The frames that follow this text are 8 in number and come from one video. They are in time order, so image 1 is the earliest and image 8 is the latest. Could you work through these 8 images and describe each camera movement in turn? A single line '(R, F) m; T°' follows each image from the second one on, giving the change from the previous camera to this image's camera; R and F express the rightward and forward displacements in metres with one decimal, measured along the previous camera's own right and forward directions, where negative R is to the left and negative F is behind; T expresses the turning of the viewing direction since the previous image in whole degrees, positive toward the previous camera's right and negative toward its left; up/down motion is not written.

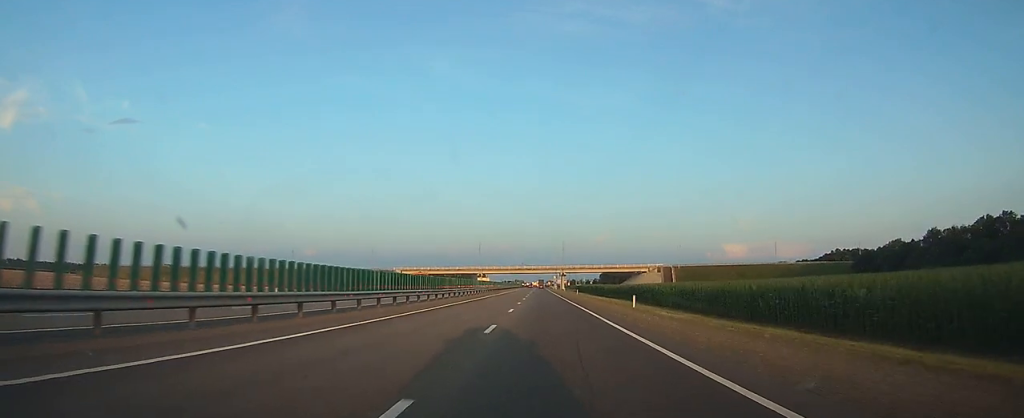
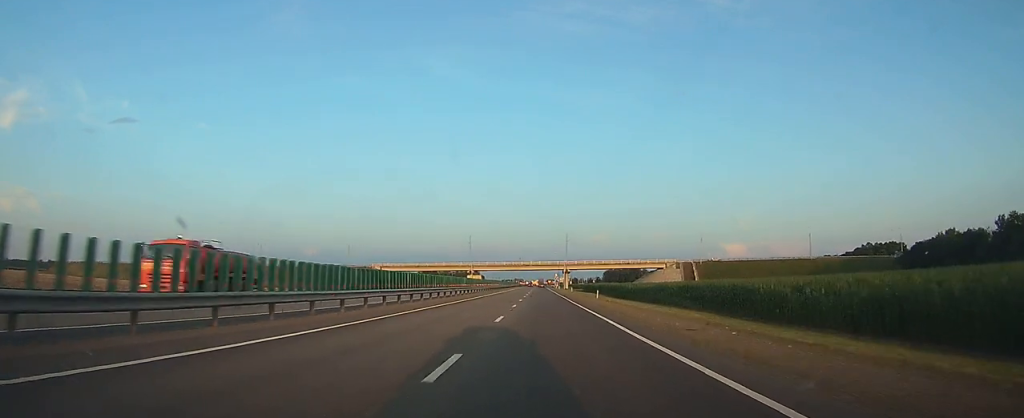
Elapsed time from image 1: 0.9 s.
(0.0, +32.1) m; 0°
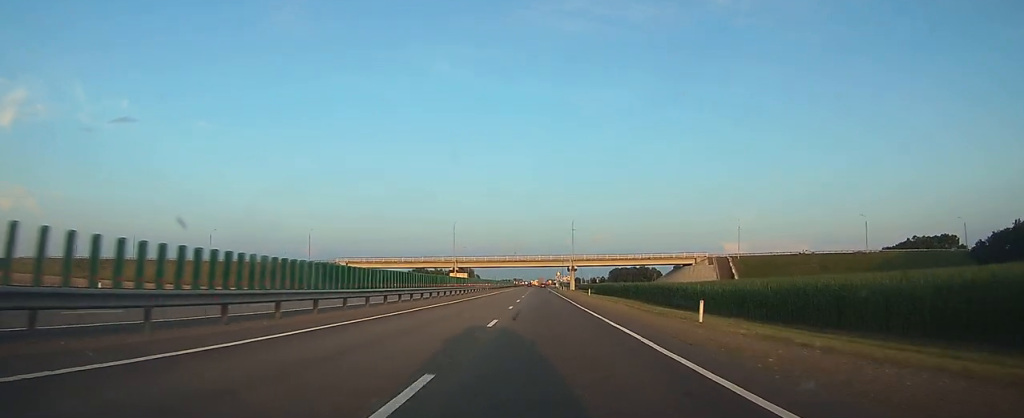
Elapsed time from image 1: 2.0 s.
(-0.1, +38.9) m; 0°
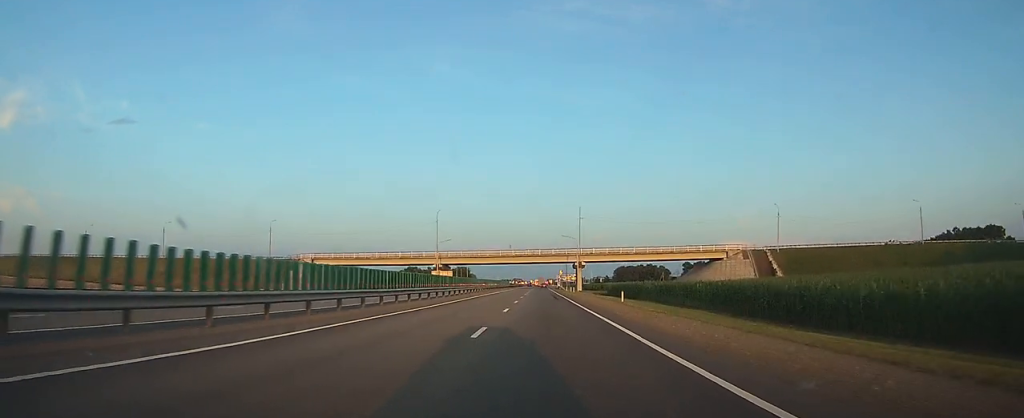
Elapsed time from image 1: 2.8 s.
(0.0, +27.8) m; 0°
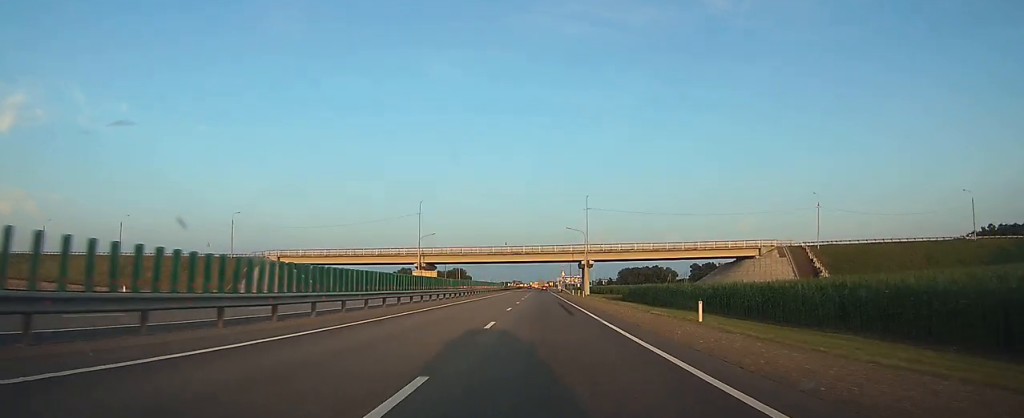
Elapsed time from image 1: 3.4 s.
(0.0, +20.7) m; 0°
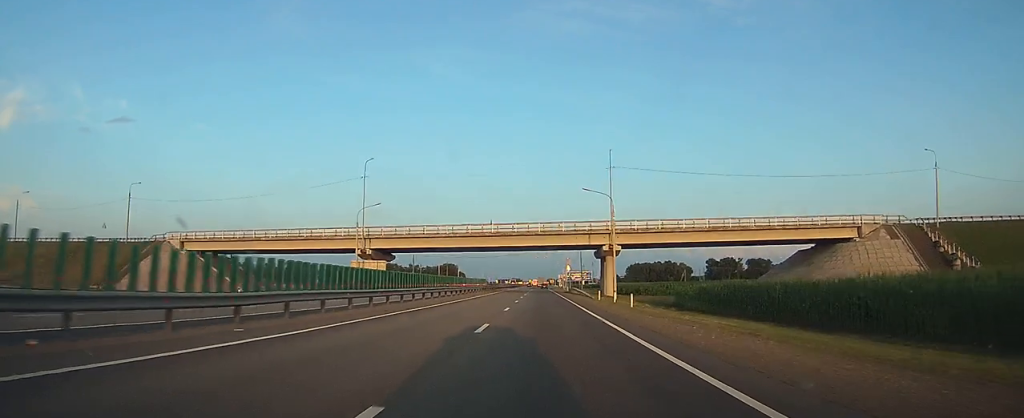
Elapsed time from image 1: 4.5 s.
(0.0, +38.4) m; 0°
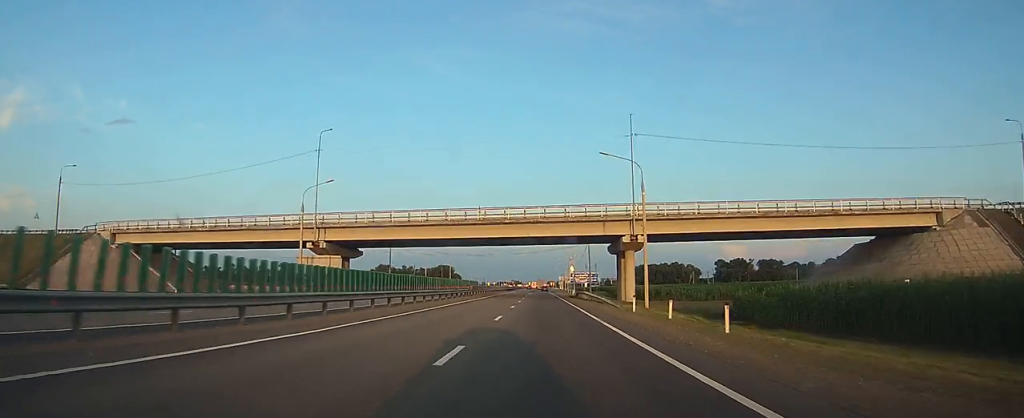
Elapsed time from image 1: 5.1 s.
(0.0, +17.9) m; 0°
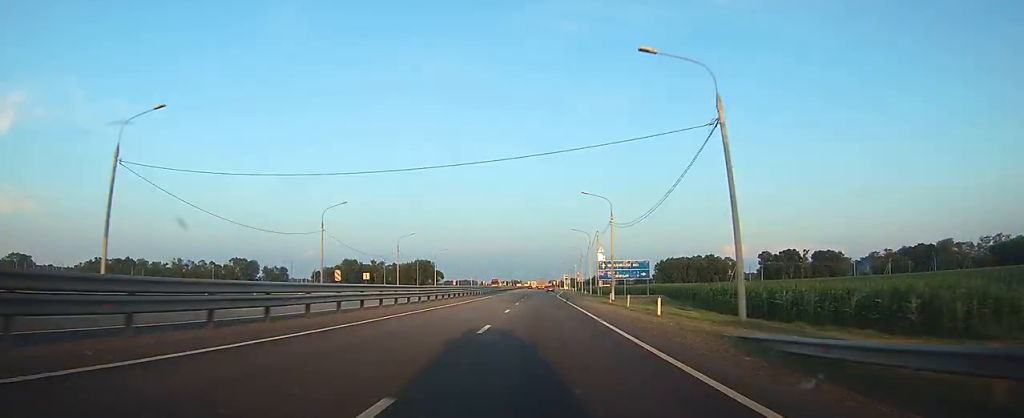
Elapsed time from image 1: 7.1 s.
(+0.2, +66.0) m; 0°
